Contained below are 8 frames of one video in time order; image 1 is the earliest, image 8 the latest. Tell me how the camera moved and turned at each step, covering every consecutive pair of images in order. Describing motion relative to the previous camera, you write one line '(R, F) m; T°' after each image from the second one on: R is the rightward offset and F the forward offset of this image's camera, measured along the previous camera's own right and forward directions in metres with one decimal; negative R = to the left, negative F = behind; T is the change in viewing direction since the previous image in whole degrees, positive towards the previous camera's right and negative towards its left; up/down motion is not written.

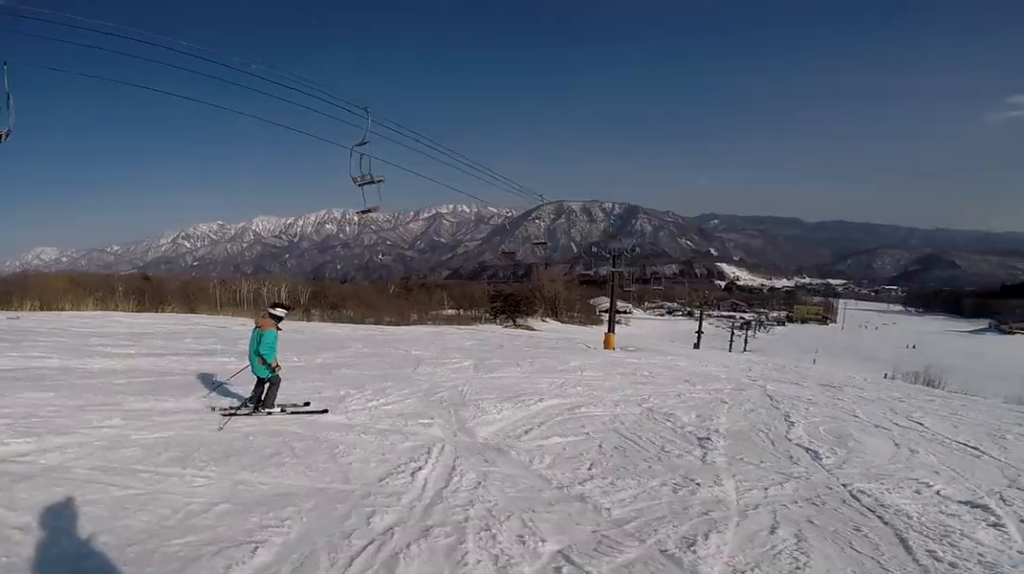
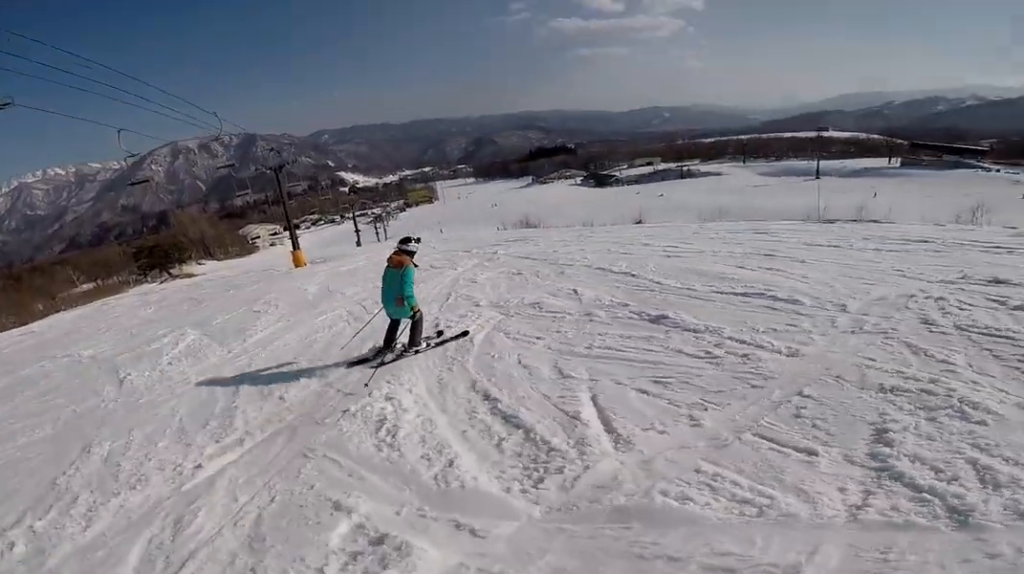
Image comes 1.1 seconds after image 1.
(+0.8, +3.7) m; +46°
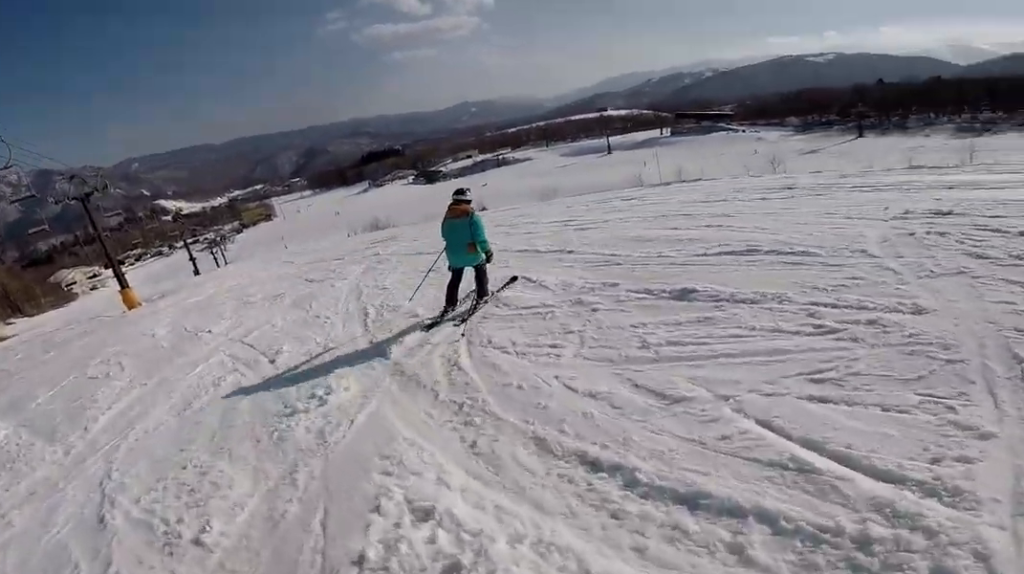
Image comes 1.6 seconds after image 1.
(+0.9, +1.8) m; +26°
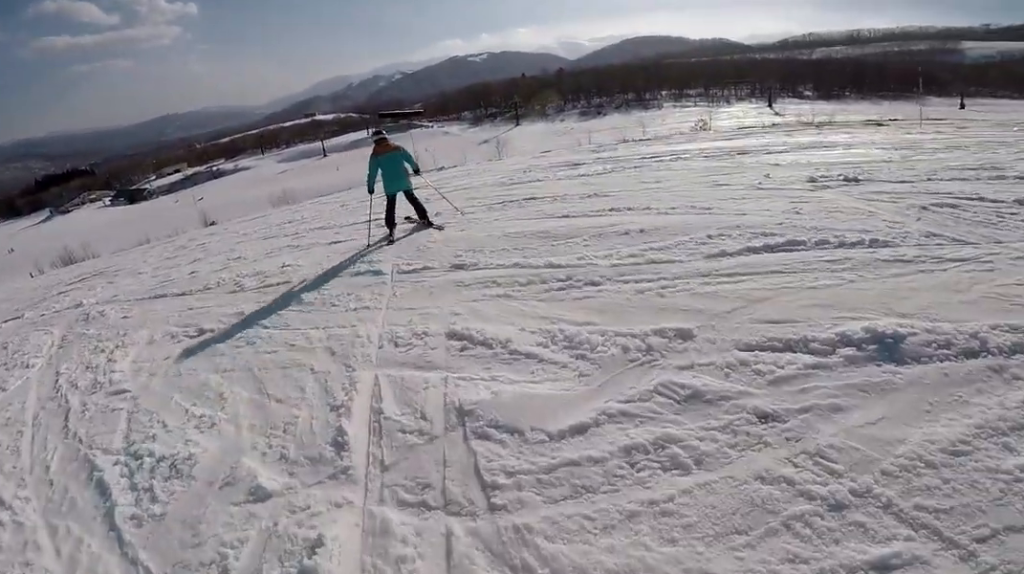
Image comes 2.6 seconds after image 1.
(+0.6, +4.4) m; +22°
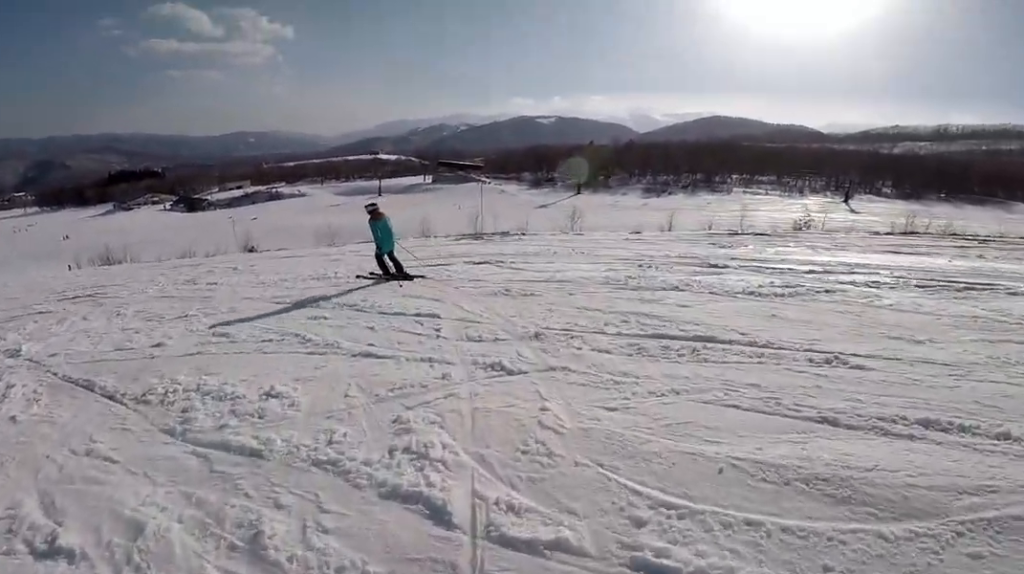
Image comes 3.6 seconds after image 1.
(+1.0, +3.8) m; +4°
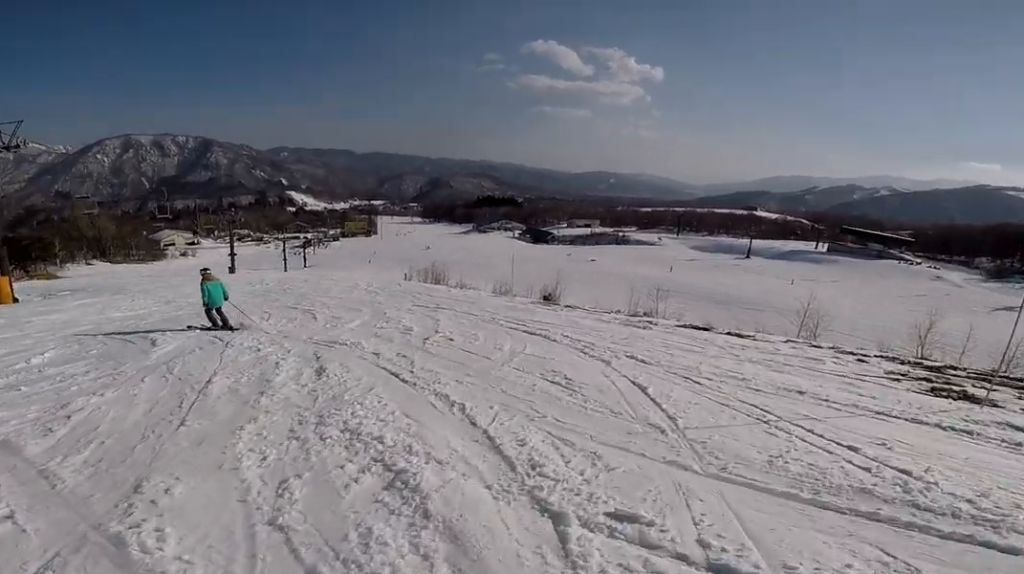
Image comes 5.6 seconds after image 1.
(-3.9, +6.2) m; -63°
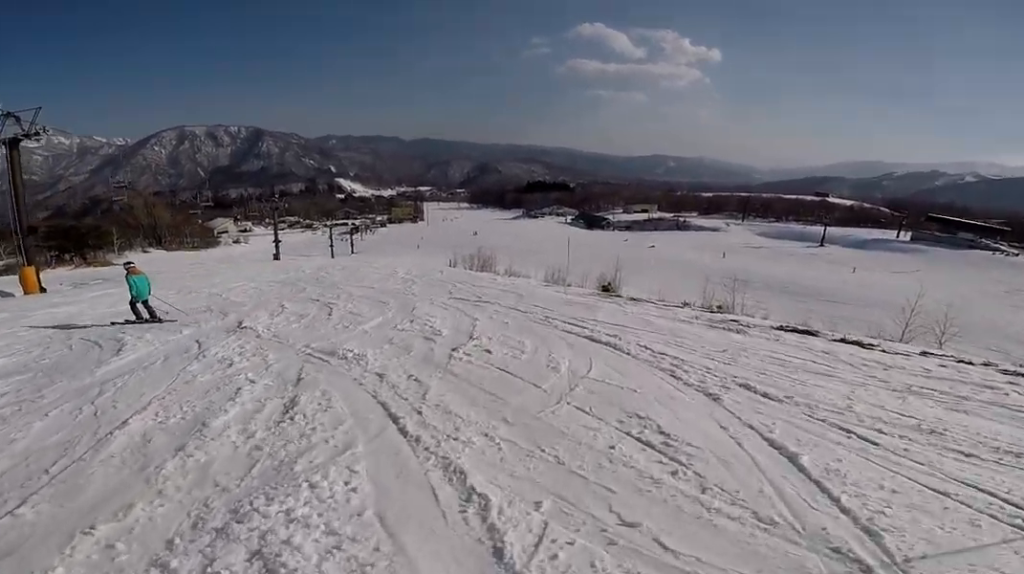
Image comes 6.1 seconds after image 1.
(-0.3, +2.0) m; -10°
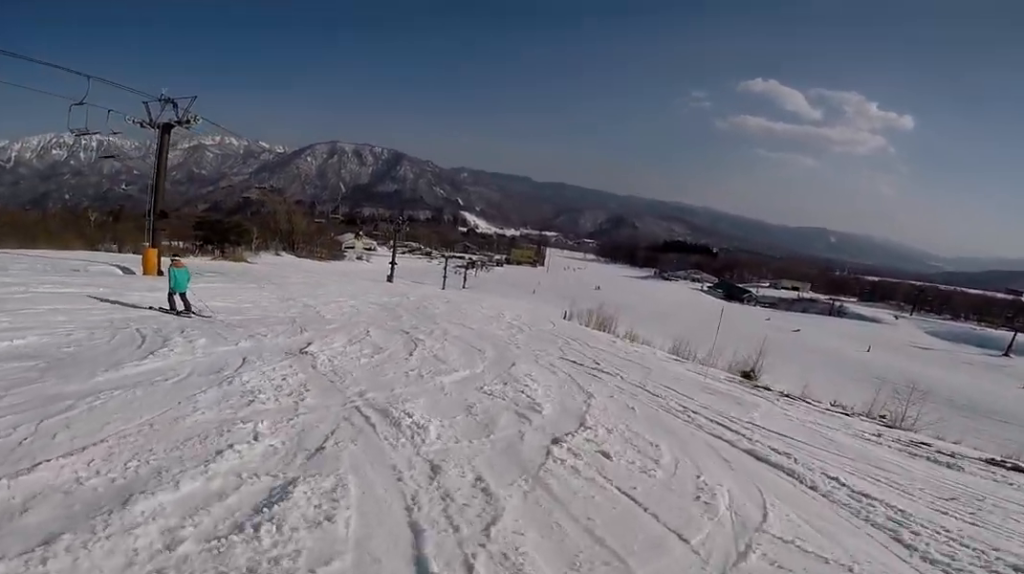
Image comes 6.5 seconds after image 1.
(0.0, +1.6) m; -7°
